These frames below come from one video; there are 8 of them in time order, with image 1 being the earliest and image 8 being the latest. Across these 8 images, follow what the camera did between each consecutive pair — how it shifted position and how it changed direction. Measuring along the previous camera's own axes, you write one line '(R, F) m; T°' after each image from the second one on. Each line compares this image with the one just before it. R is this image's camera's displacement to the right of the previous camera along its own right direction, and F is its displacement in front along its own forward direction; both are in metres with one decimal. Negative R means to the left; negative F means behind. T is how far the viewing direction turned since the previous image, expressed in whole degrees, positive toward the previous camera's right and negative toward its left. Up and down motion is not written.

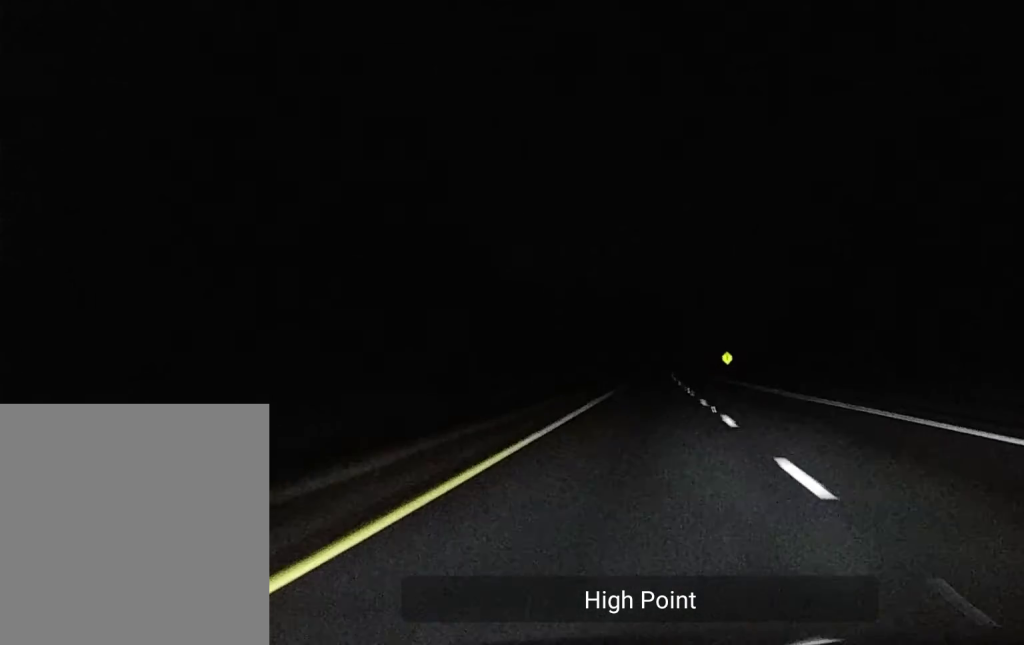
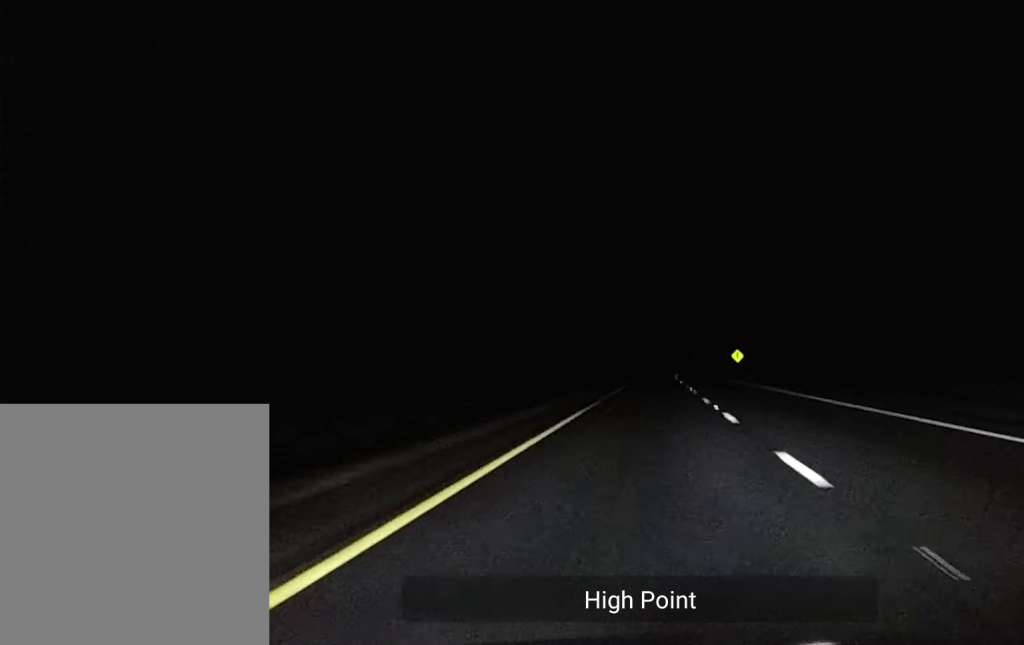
(+0.1, +19.5) m; 0°
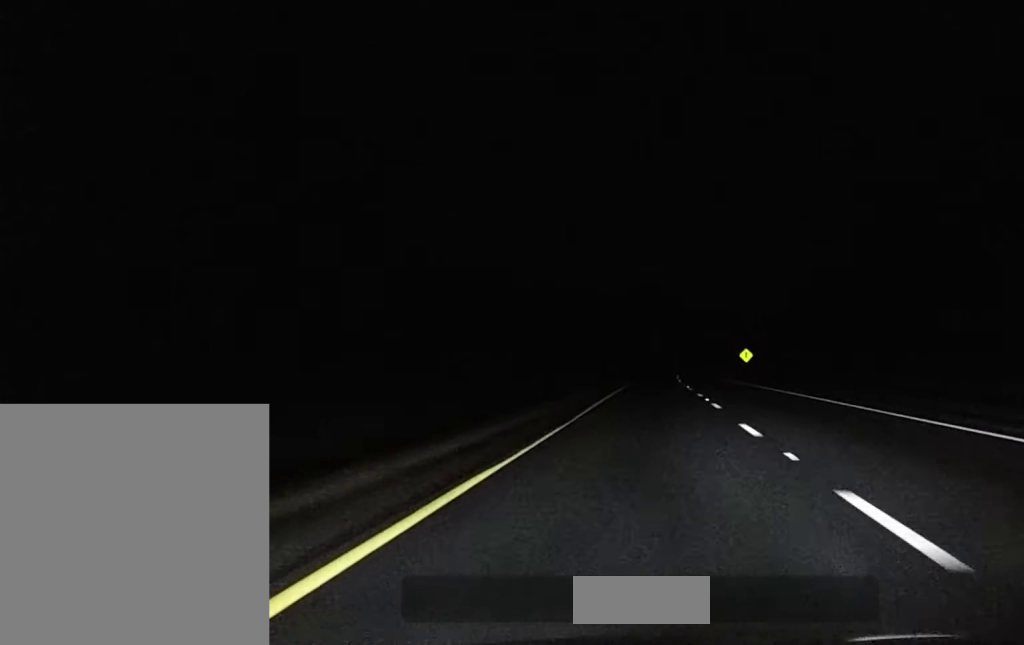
(0.0, +13.6) m; 0°
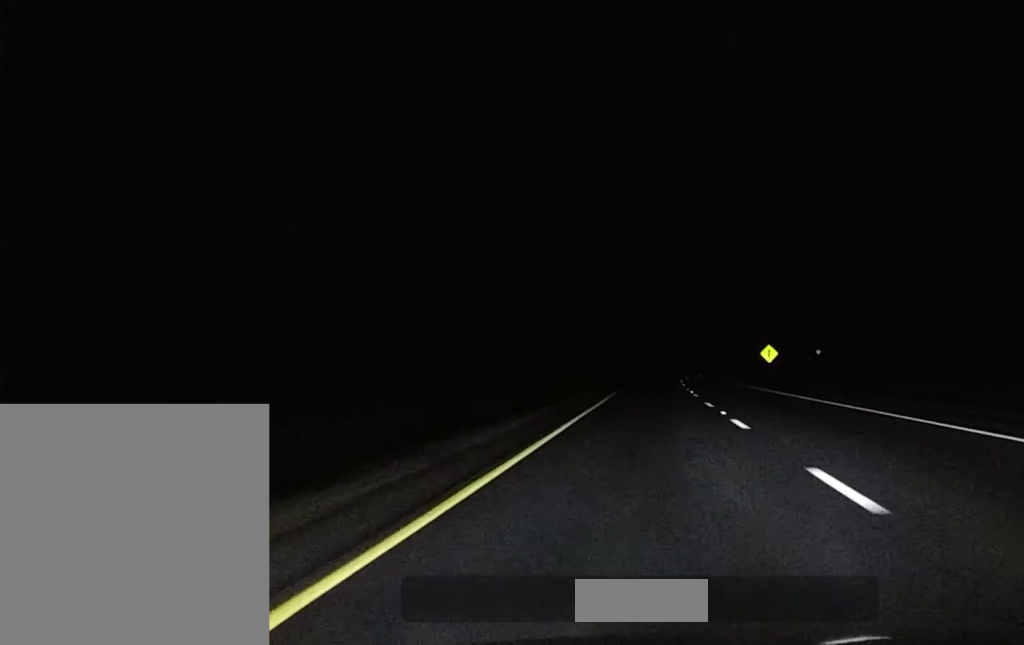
(0.0, +28.4) m; 0°
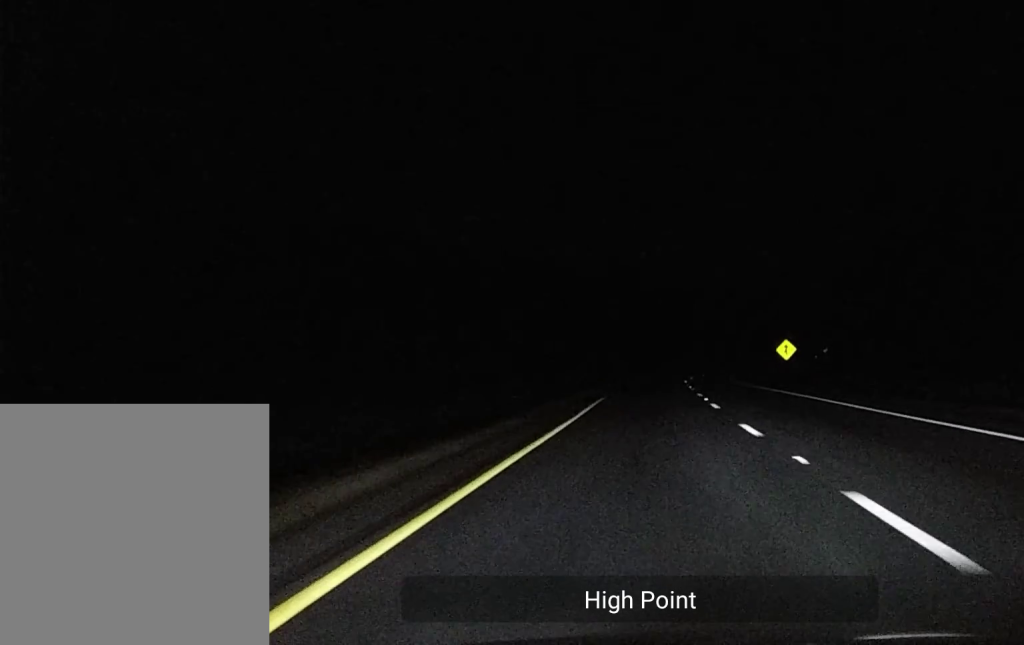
(0.0, +13.4) m; 0°
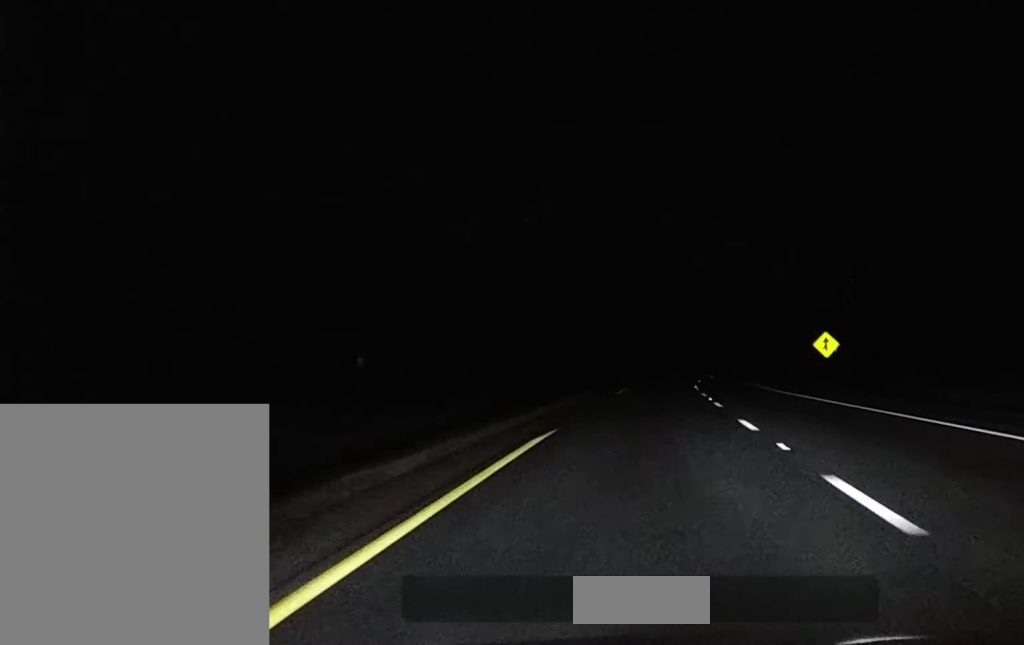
(0.0, +27.2) m; 0°
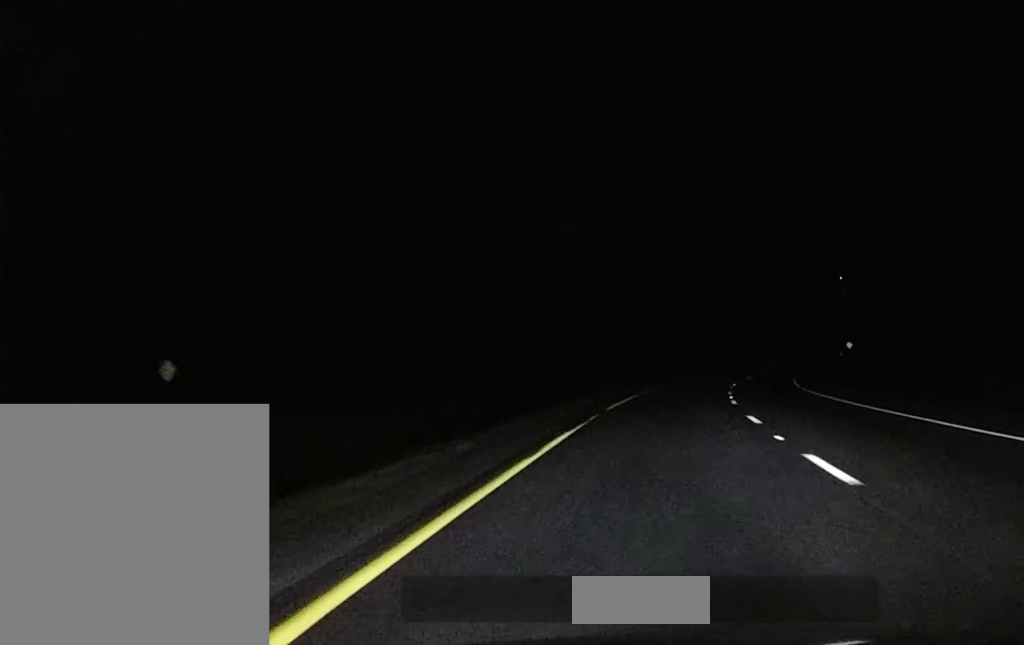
(+0.7, +52.5) m; +2°
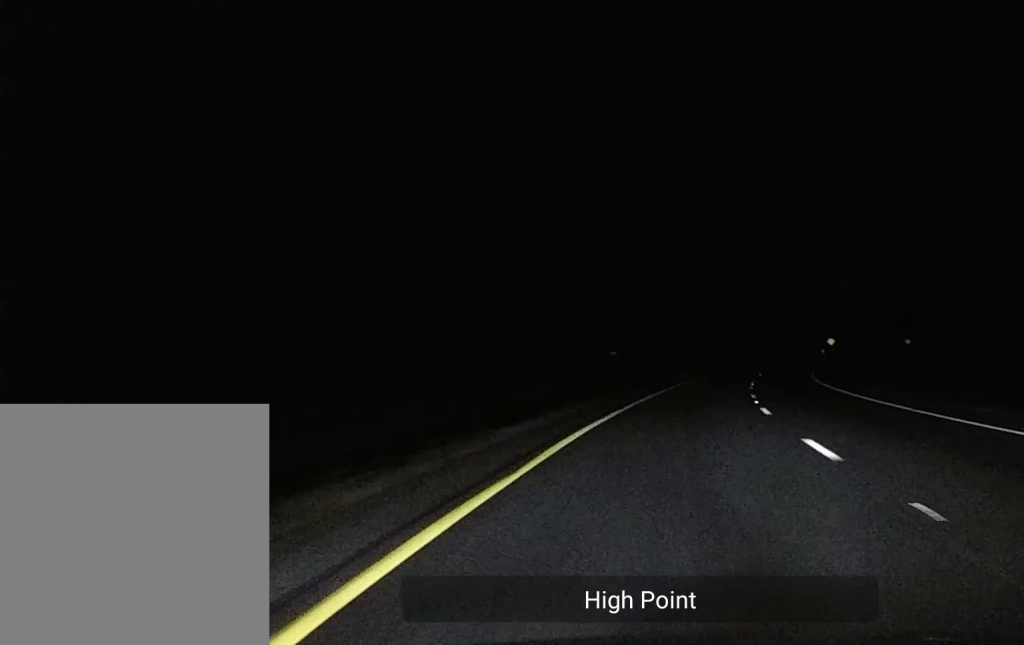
(+0.9, +38.3) m; +3°
